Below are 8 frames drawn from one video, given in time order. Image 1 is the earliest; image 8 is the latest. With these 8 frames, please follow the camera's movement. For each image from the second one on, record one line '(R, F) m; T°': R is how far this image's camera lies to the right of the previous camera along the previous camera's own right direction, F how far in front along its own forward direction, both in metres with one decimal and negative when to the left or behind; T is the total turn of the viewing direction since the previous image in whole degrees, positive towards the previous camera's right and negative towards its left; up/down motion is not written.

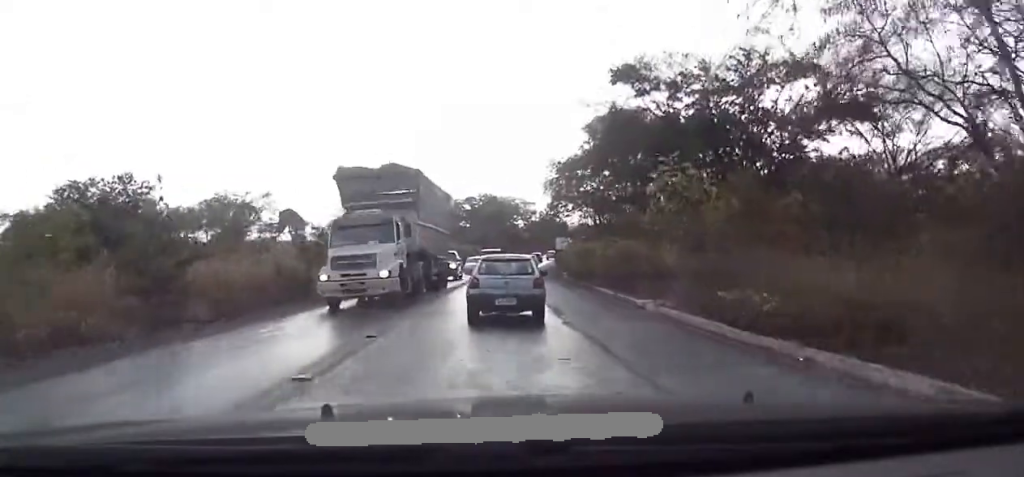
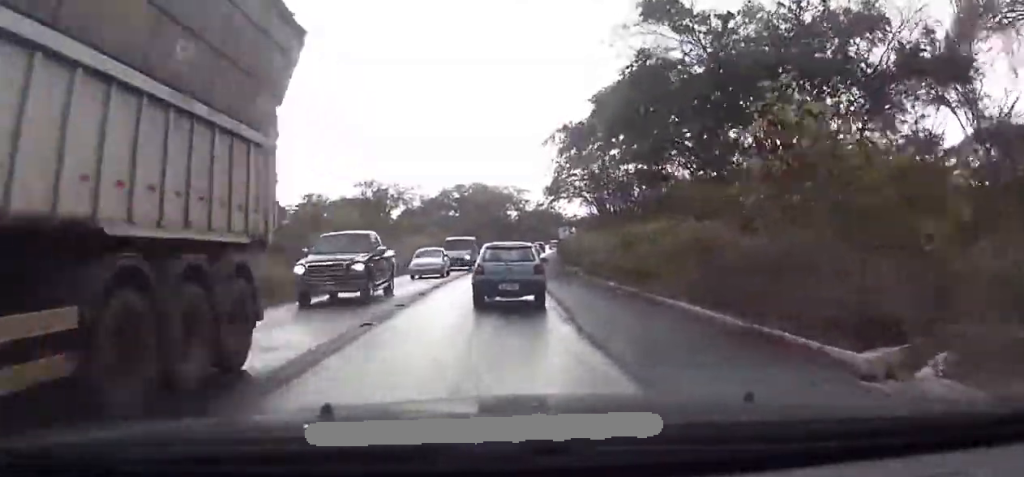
(+0.1, +12.5) m; -1°
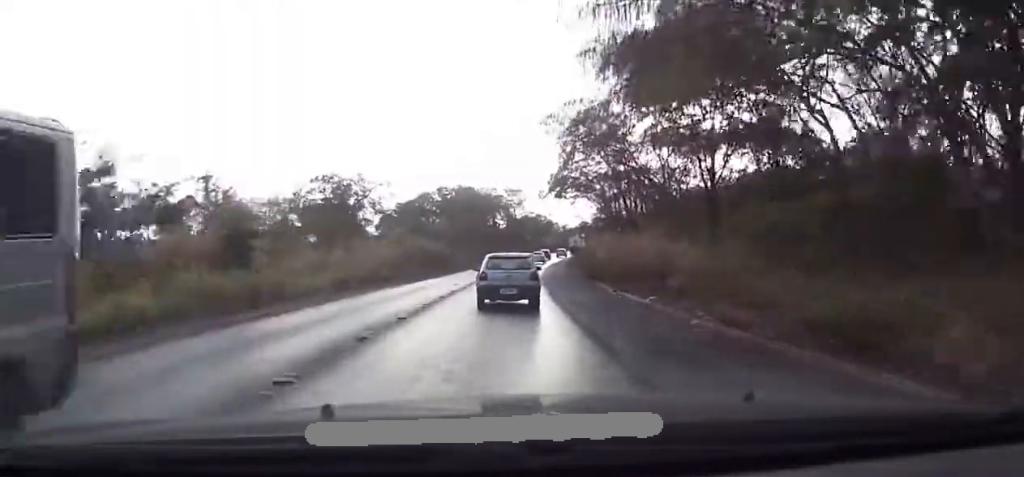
(-0.2, +21.0) m; +1°
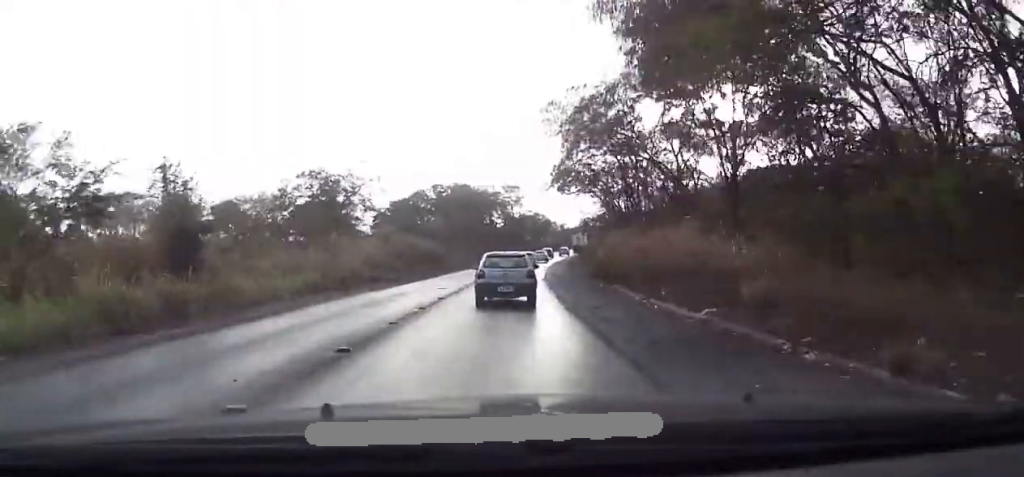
(+0.1, +5.3) m; +1°
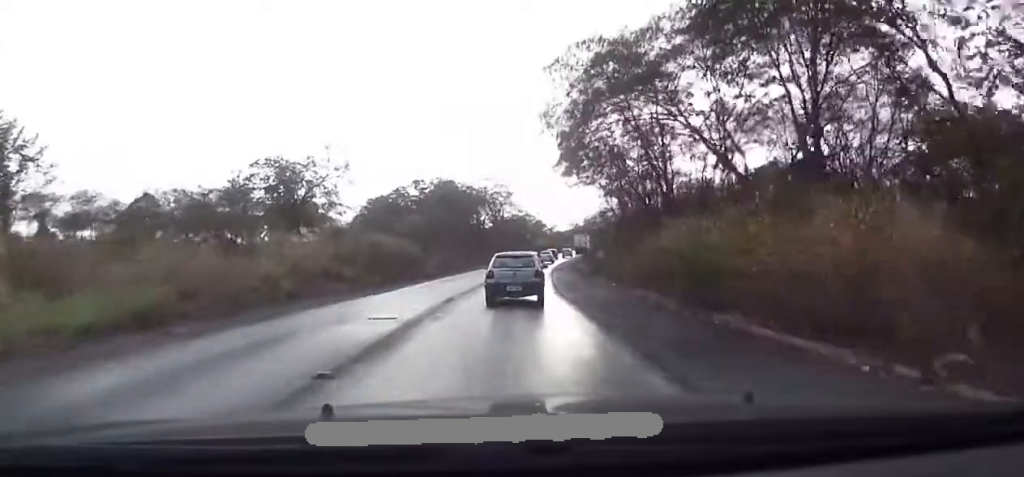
(+0.3, +13.6) m; +3°
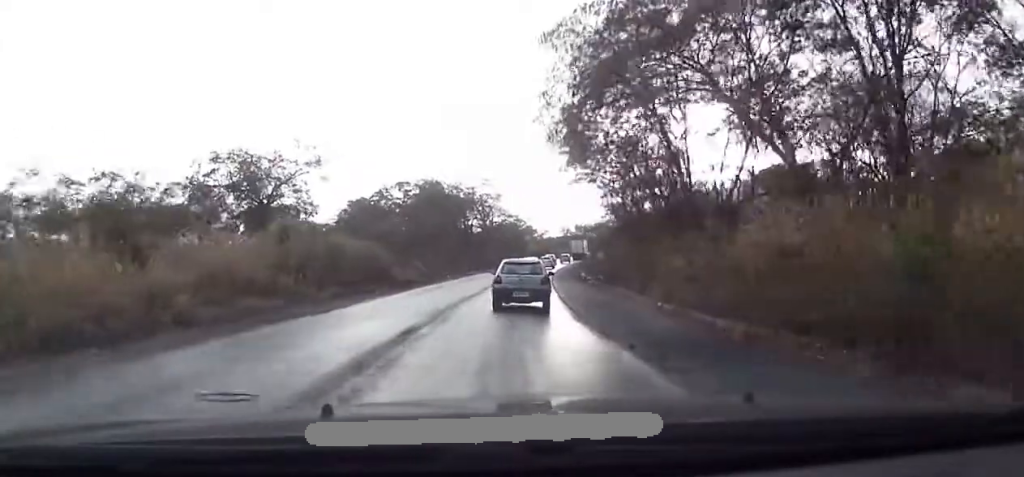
(+0.6, +8.3) m; -1°
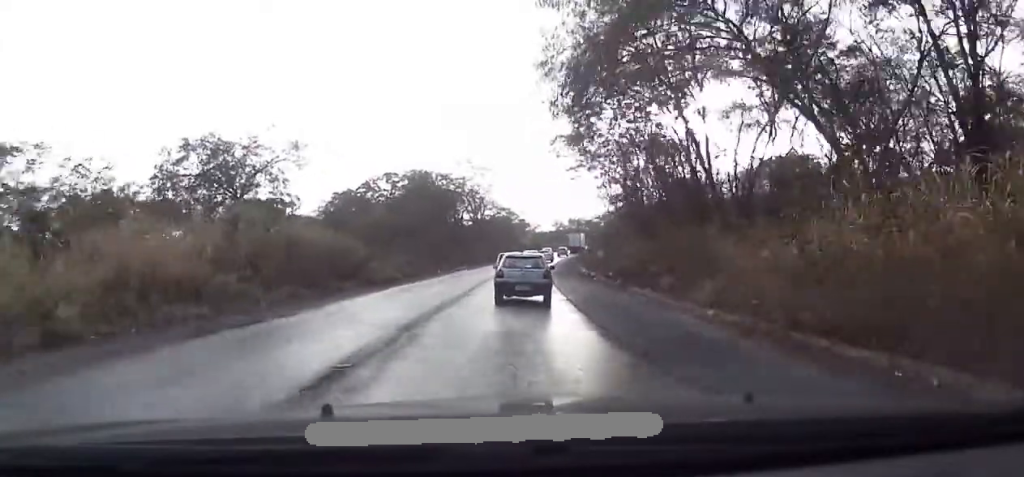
(-0.4, +5.2) m; 0°
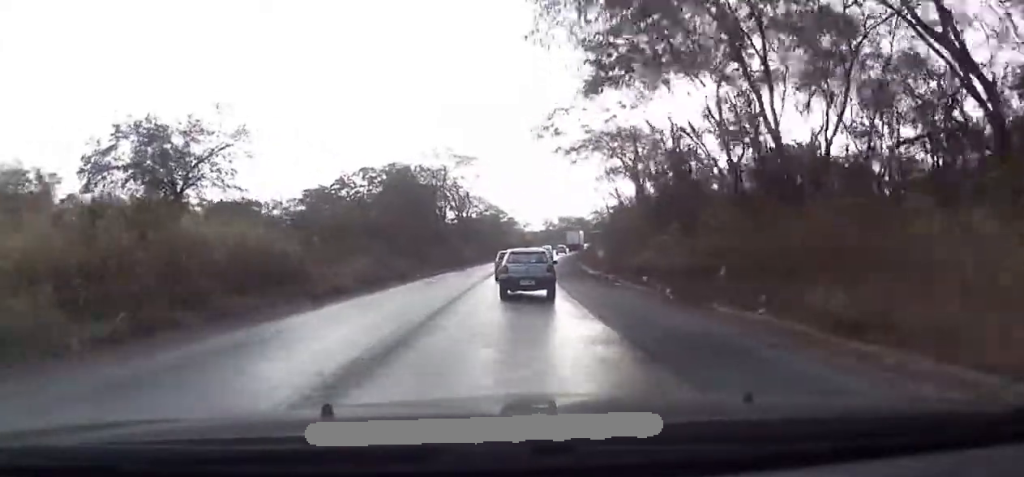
(-0.4, +10.5) m; +1°
